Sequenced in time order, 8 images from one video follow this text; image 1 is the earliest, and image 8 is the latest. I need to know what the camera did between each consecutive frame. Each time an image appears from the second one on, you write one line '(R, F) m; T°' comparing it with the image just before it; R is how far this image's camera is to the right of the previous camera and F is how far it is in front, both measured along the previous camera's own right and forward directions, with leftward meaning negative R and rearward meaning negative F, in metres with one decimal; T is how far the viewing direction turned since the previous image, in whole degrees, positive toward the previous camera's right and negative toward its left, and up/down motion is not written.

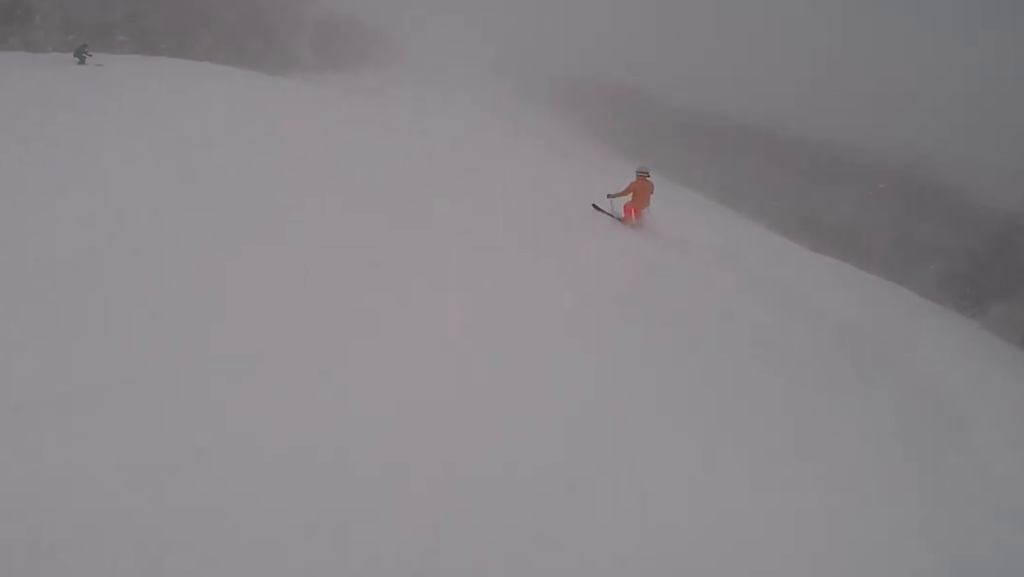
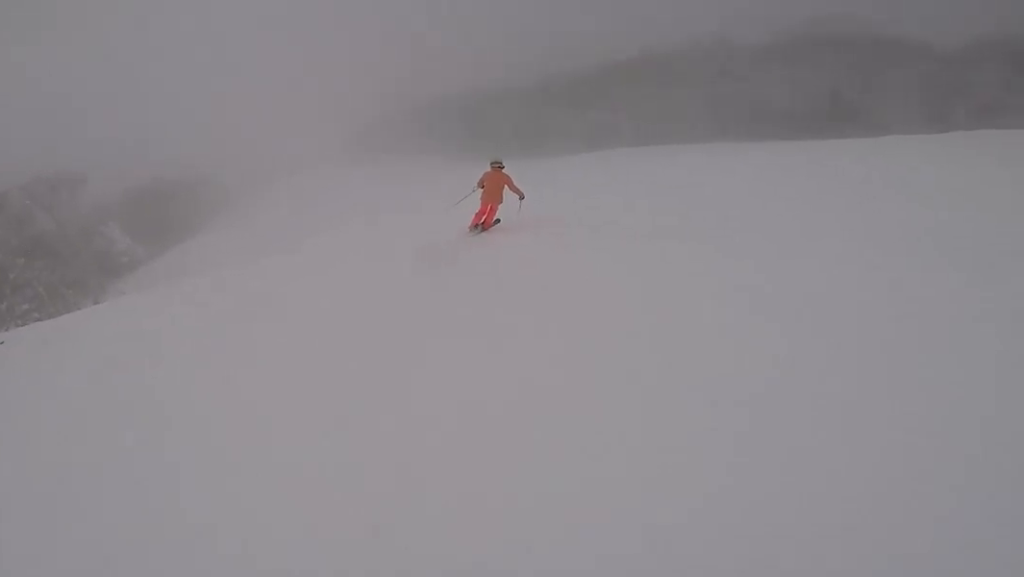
(-1.5, +17.4) m; +9°
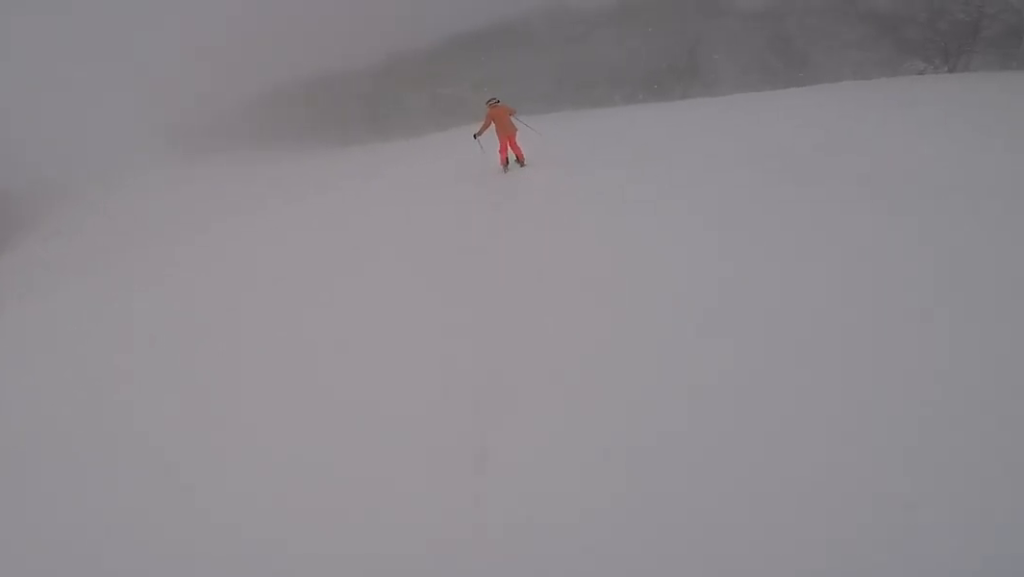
(+0.3, +6.3) m; +11°
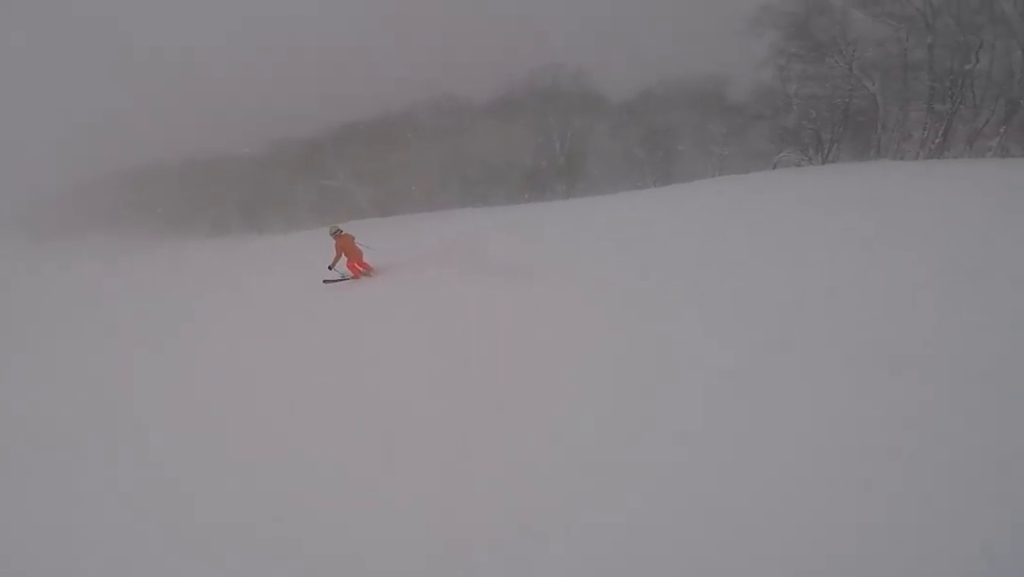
(+0.5, +5.3) m; +3°
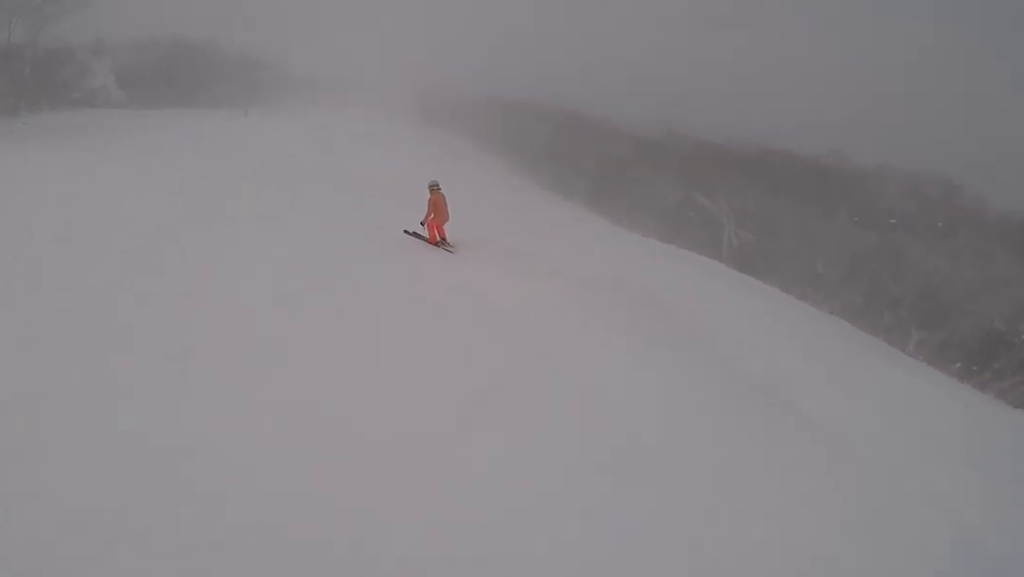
(+0.4, +6.4) m; -6°
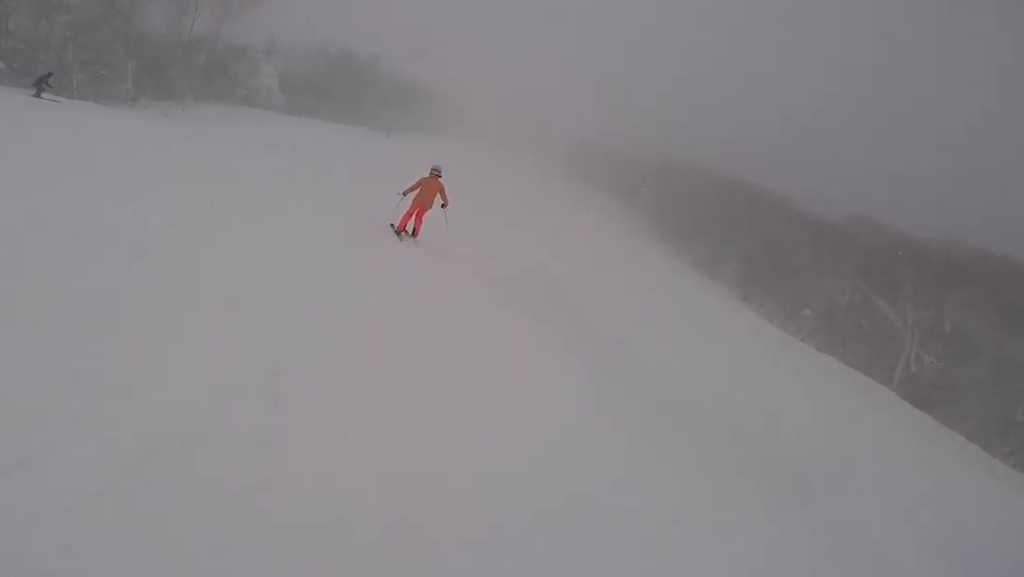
(-0.4, +4.1) m; -10°
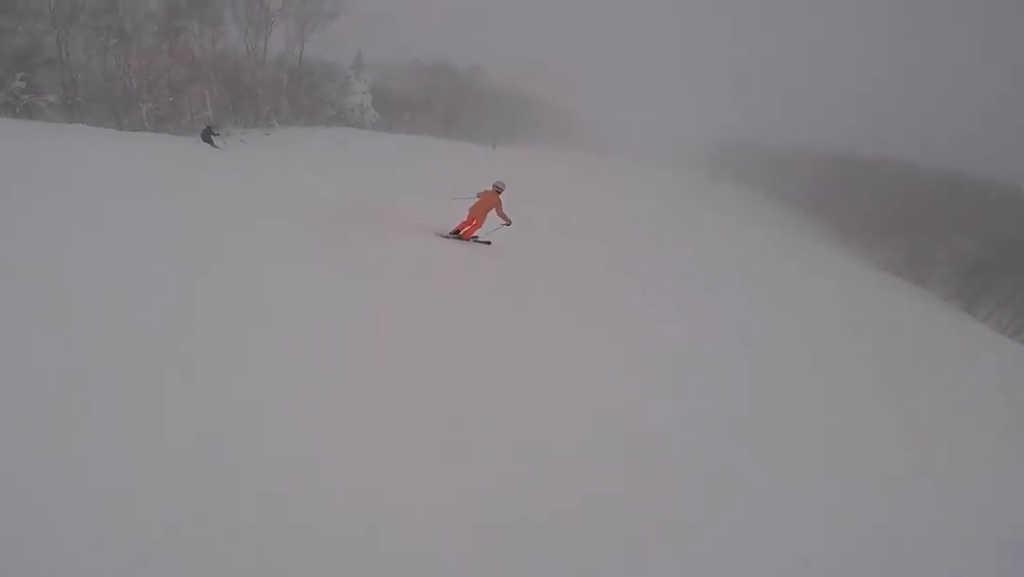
(-1.0, +6.9) m; -3°
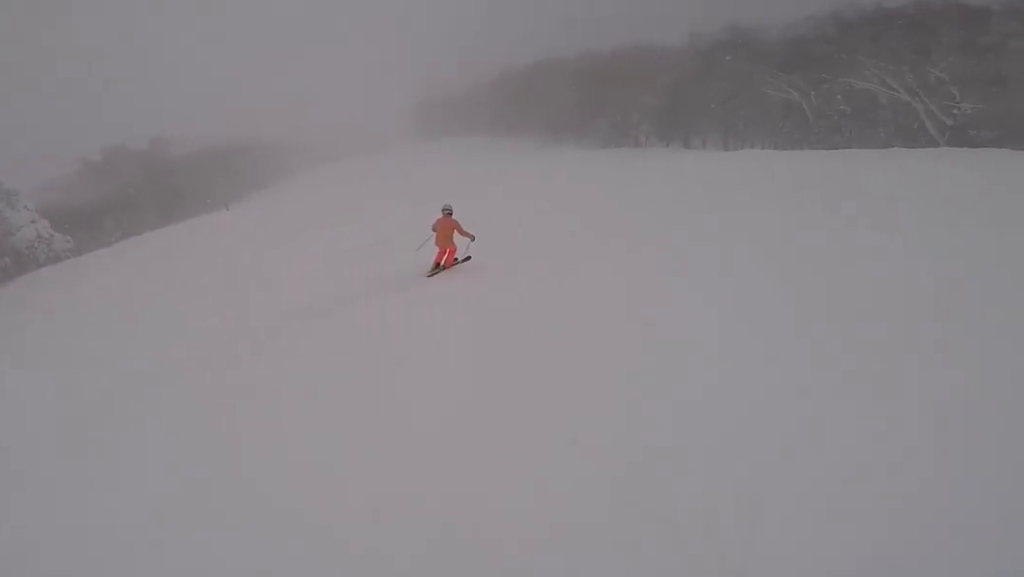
(+0.2, +6.7) m; +6°
